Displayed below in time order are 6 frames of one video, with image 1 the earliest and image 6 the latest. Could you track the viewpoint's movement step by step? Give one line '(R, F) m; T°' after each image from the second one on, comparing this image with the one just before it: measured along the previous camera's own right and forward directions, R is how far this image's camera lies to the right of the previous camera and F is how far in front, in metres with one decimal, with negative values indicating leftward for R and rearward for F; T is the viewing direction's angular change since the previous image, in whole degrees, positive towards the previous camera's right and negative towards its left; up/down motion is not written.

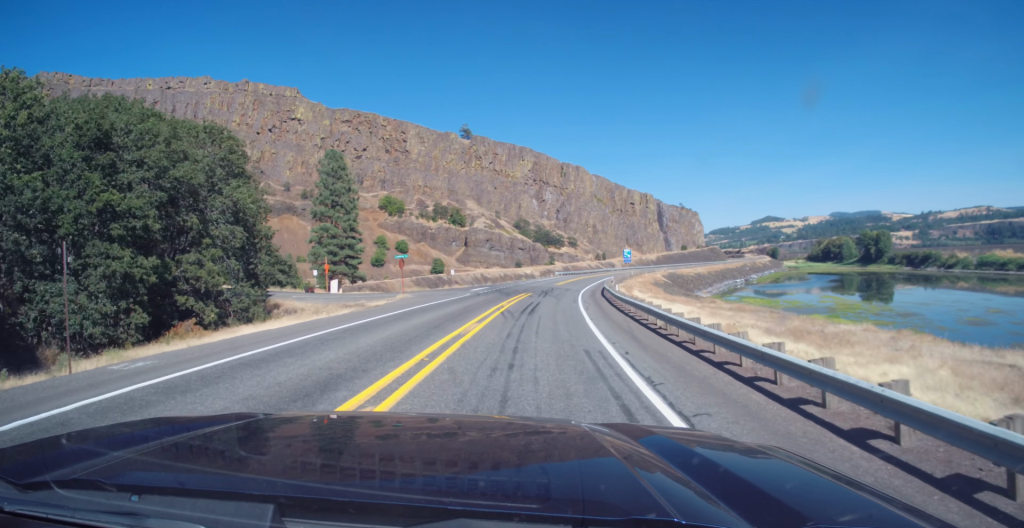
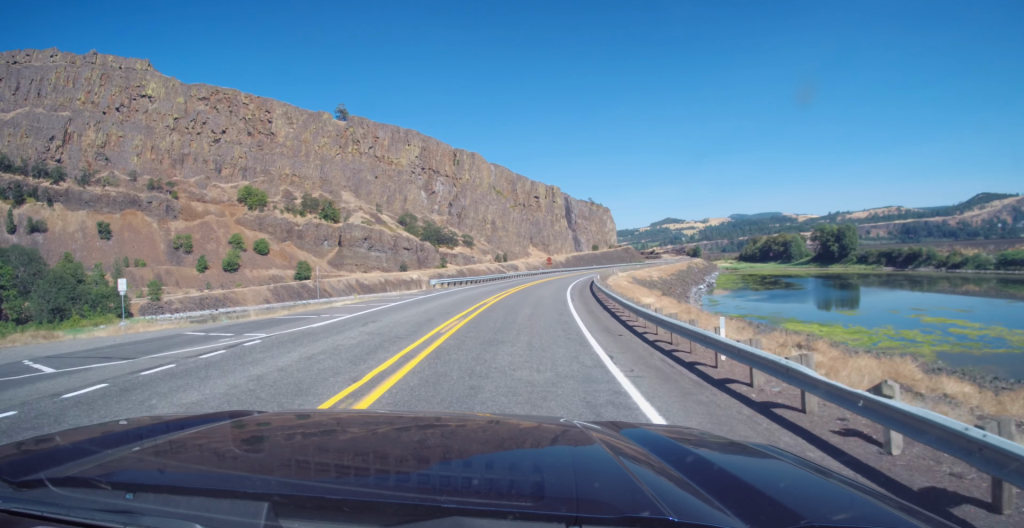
(+4.7, +63.0) m; +9°
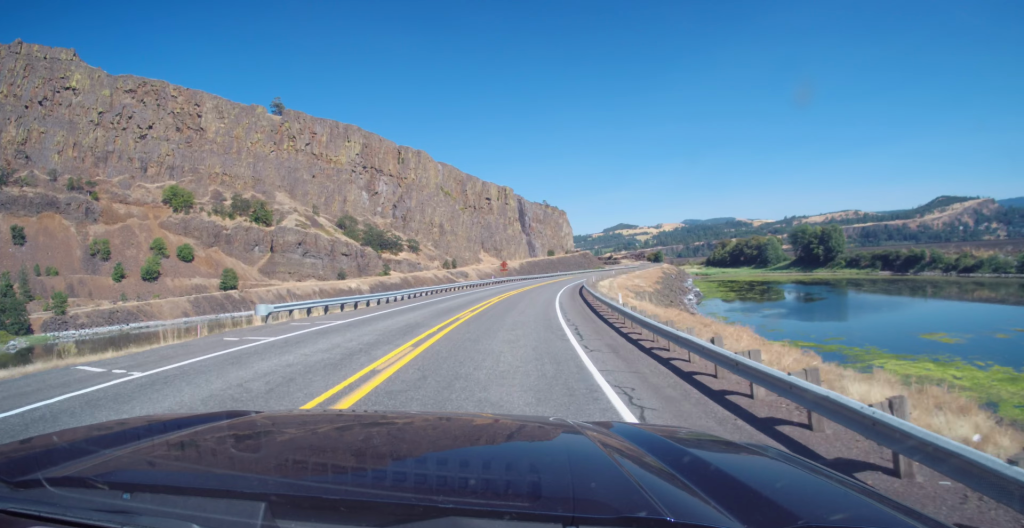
(+1.2, +28.8) m; +3°
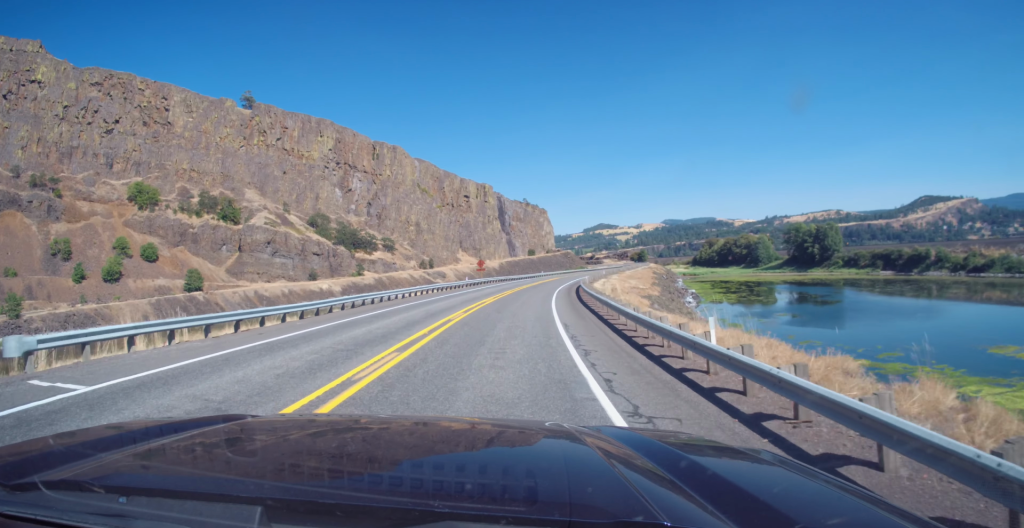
(+0.3, +13.7) m; +1°
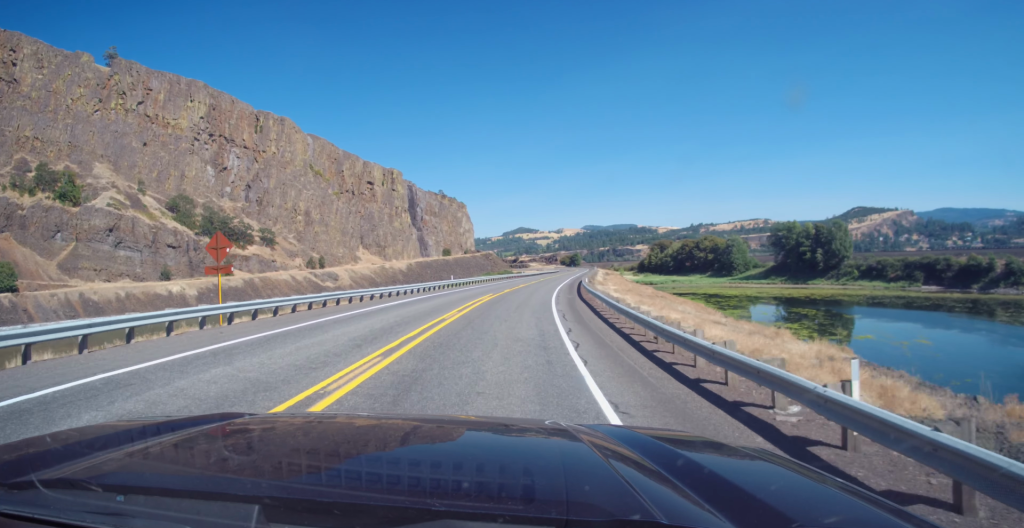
(+4.4, +61.9) m; +9°
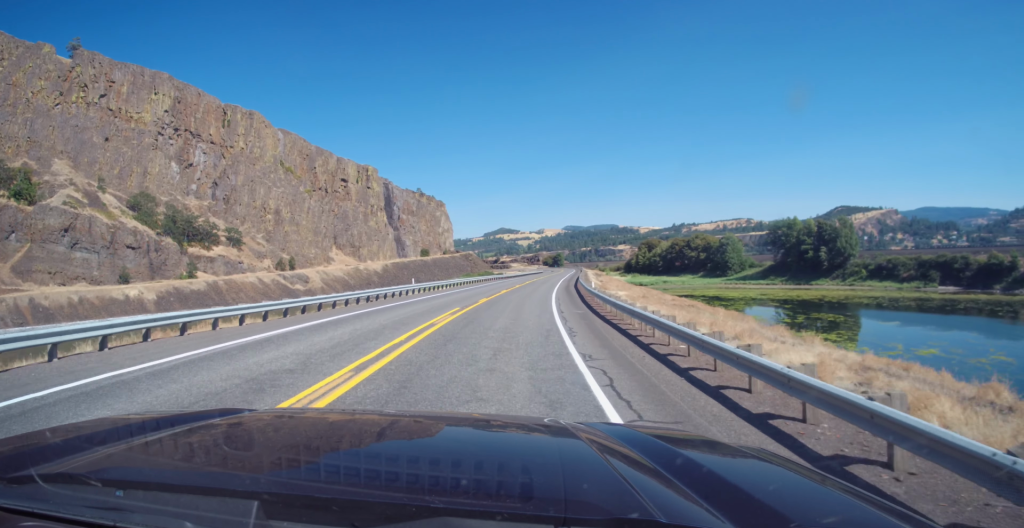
(+0.2, +13.6) m; +1°
